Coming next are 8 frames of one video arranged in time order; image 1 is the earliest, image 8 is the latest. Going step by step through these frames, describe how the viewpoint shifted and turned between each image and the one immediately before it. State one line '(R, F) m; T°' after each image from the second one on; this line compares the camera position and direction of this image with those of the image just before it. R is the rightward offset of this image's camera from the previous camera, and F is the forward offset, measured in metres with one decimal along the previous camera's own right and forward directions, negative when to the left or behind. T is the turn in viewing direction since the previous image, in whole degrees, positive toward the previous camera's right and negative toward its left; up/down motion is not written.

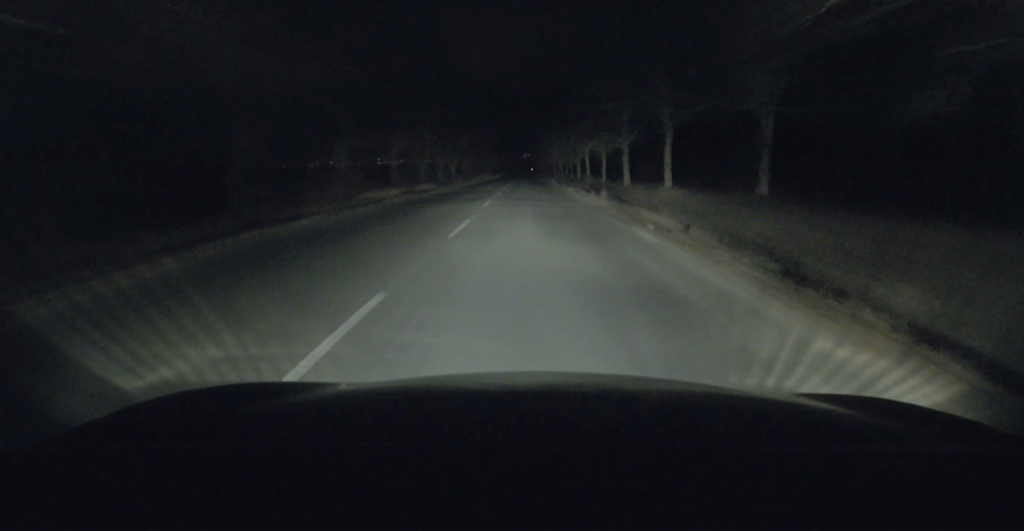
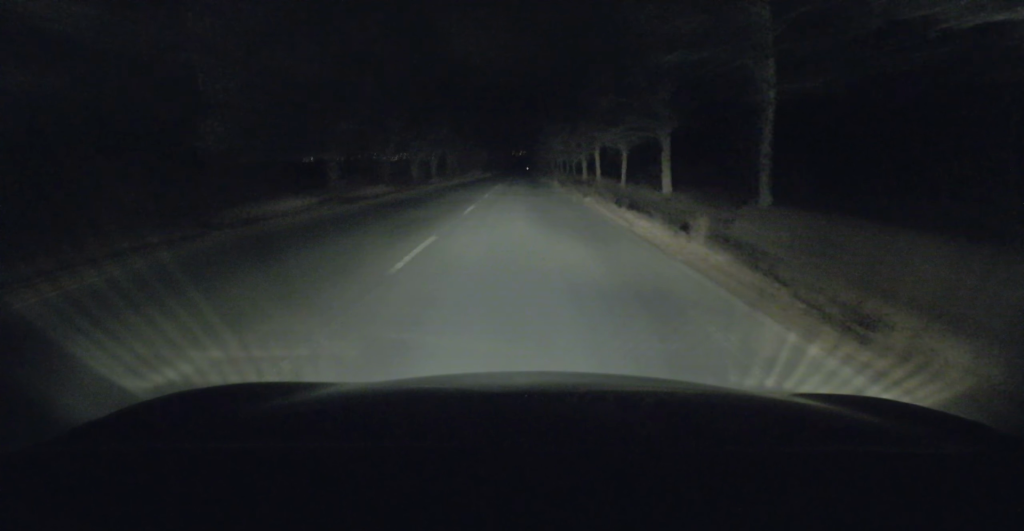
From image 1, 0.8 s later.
(-0.1, +13.1) m; -1°
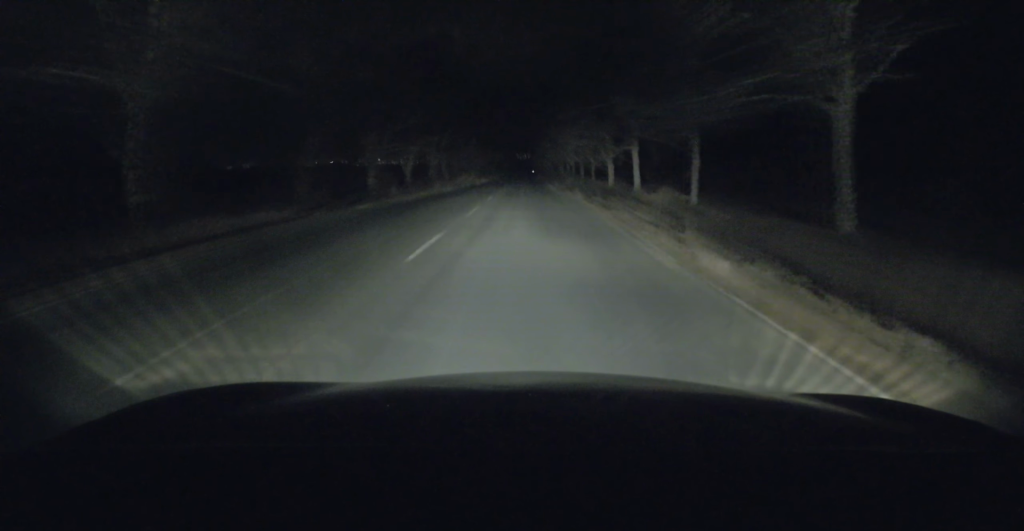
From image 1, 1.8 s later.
(-0.2, +16.4) m; +1°
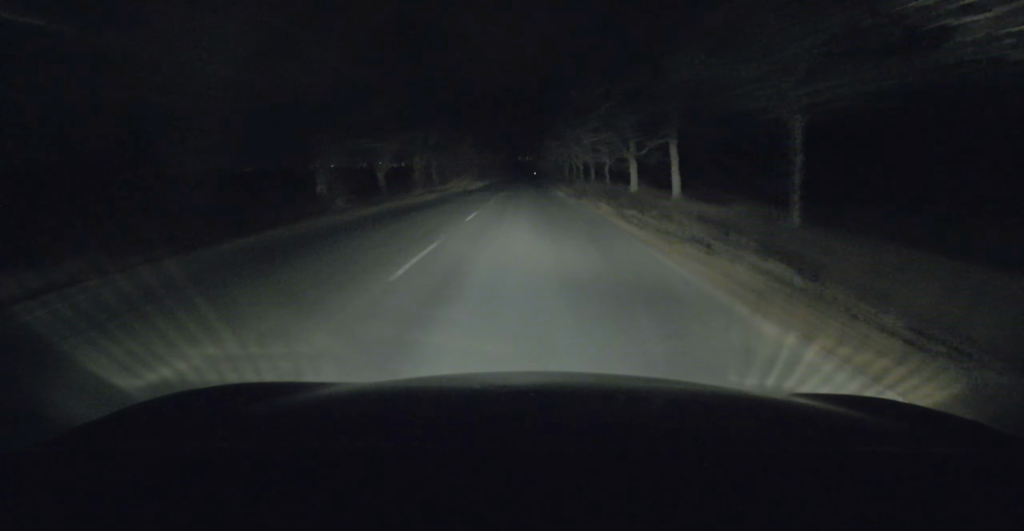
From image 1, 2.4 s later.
(+0.2, +9.4) m; +1°
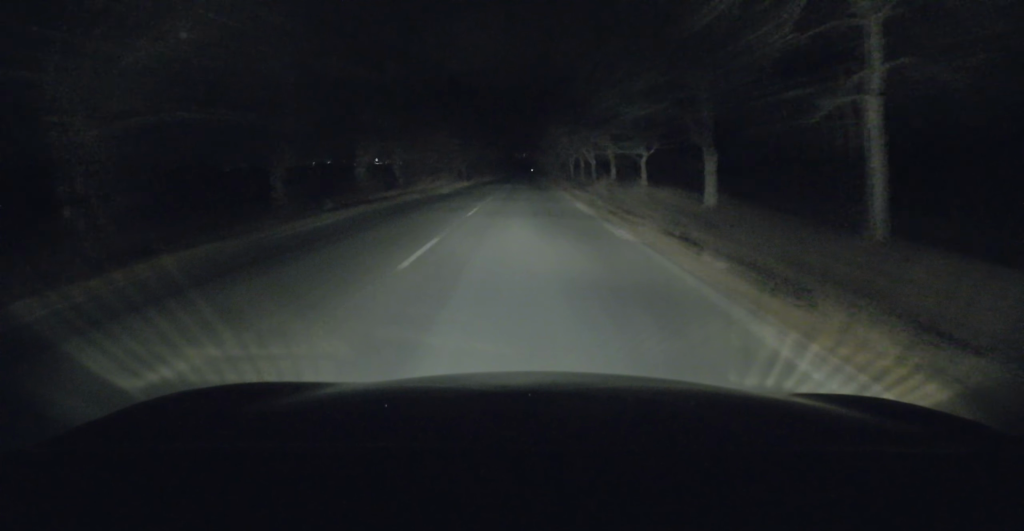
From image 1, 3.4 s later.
(+0.1, +17.1) m; -1°
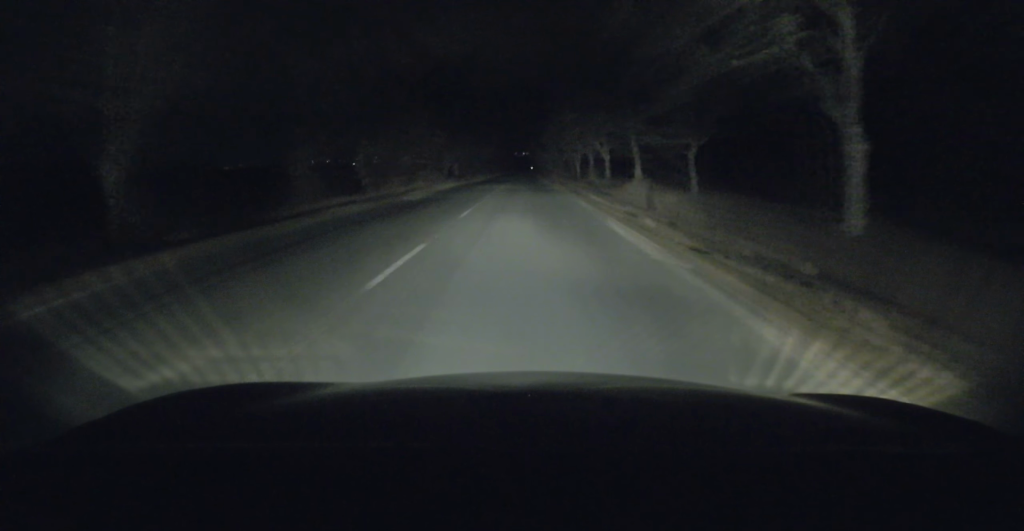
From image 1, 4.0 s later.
(-0.2, +10.4) m; 0°
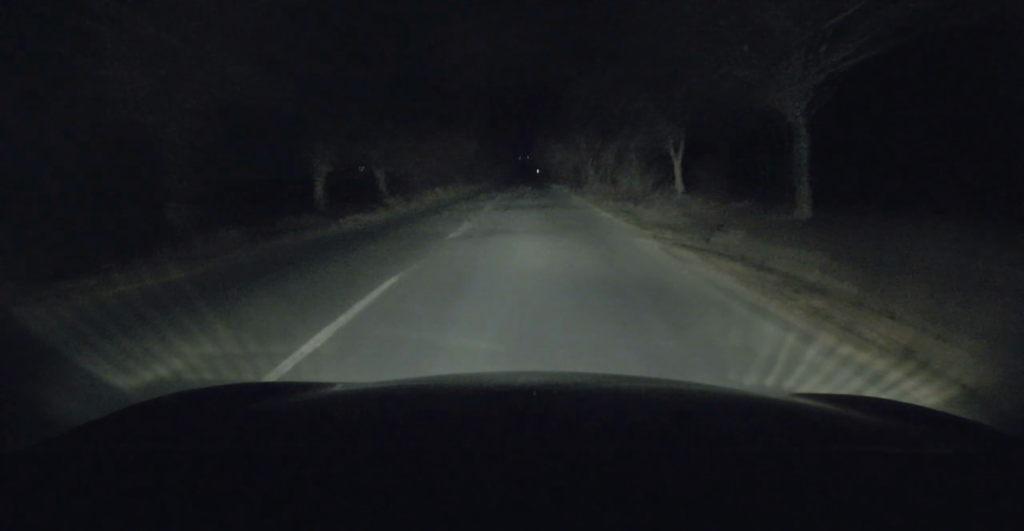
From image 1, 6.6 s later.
(+1.1, +46.4) m; +1°
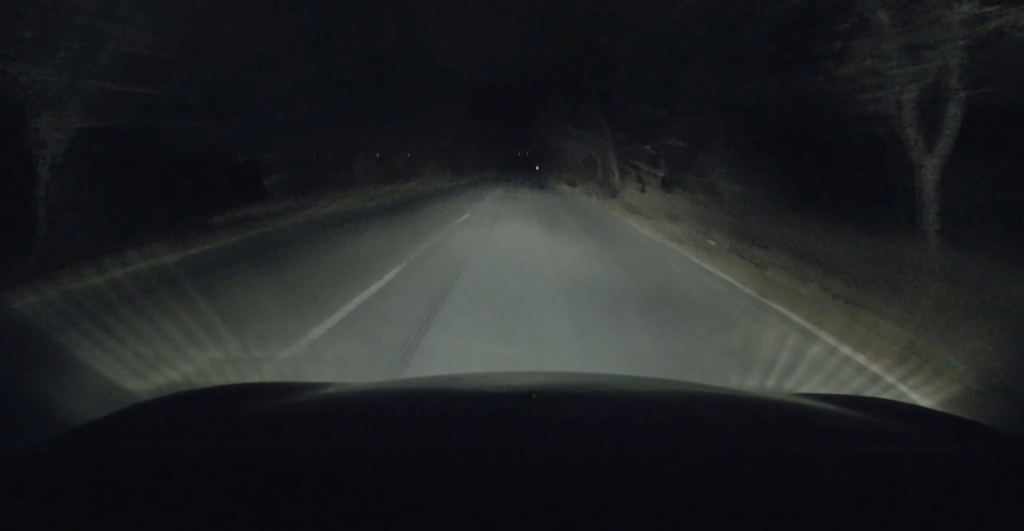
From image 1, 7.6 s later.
(0.0, +17.6) m; 0°
